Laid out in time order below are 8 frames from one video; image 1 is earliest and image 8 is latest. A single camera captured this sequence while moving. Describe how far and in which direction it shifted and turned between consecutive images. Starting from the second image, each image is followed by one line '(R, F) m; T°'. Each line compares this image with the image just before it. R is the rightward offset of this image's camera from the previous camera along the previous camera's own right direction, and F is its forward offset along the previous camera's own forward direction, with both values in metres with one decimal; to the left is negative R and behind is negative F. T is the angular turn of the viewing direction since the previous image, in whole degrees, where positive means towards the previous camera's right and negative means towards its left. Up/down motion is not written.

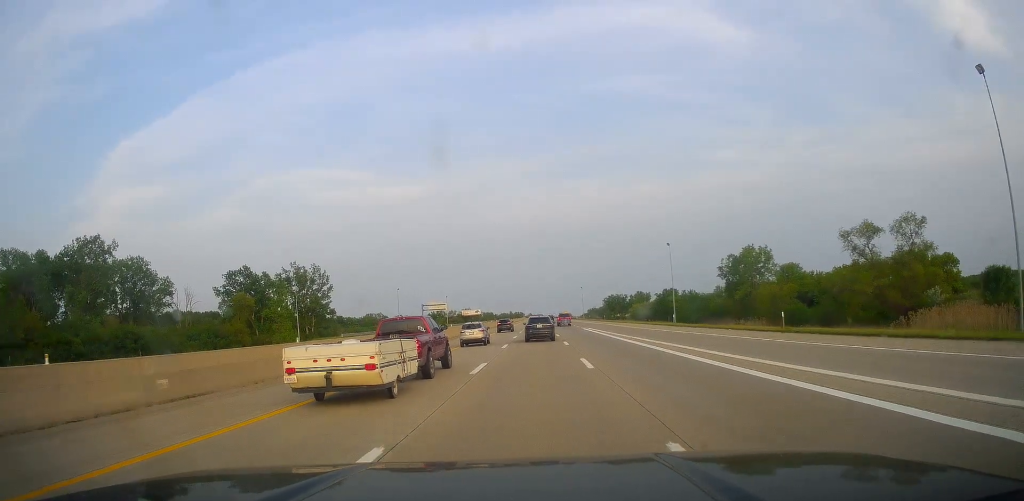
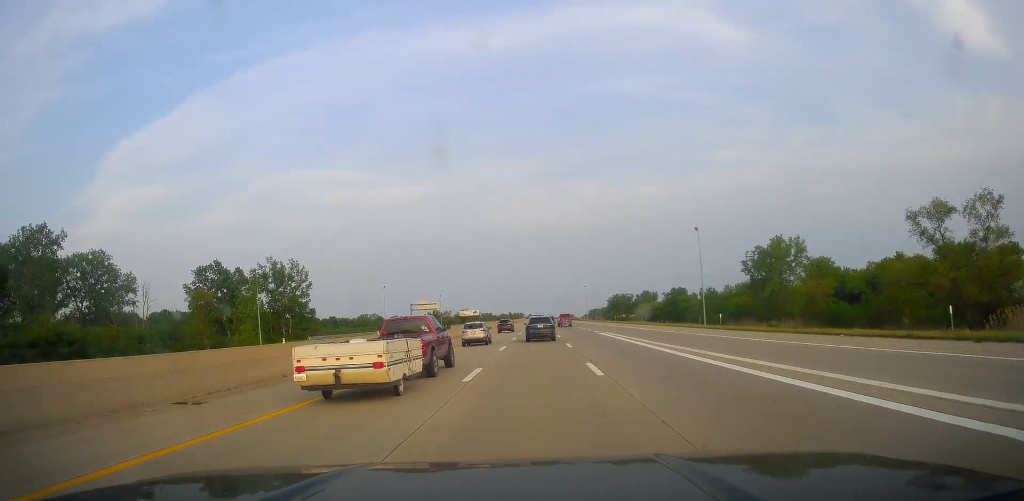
(+0.1, +17.4) m; 0°
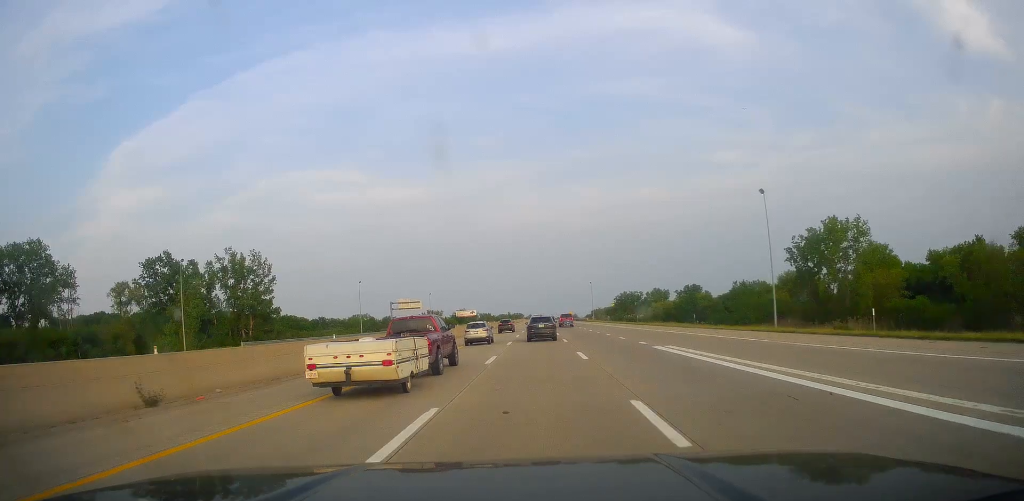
(+0.2, +24.4) m; 0°
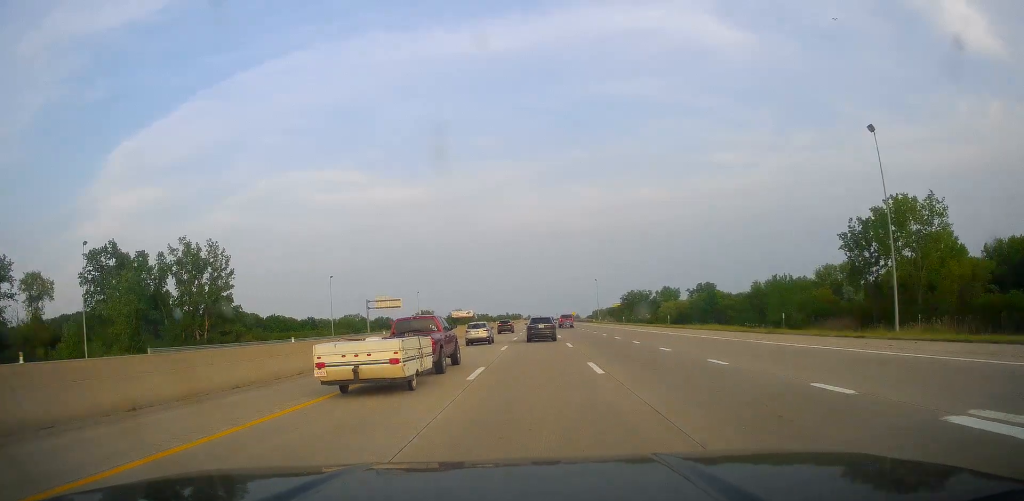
(-0.2, +21.0) m; 0°
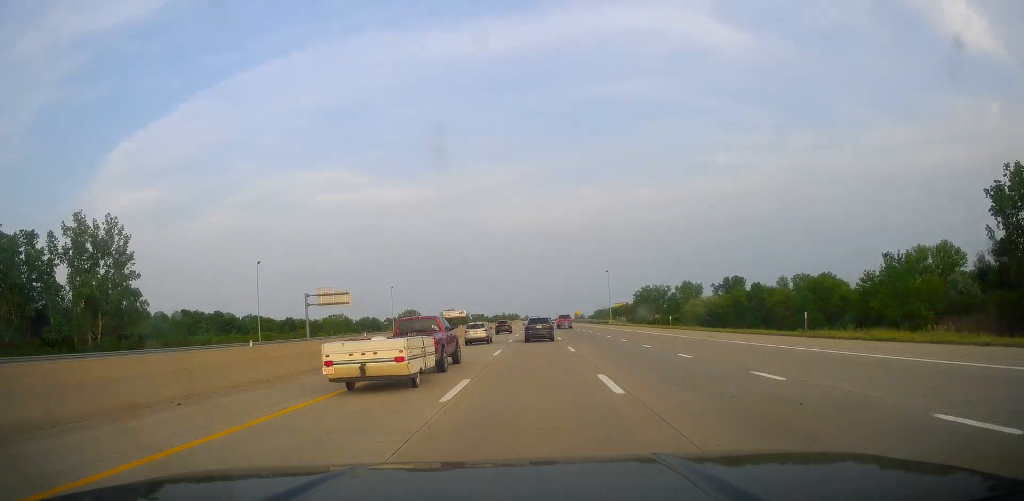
(-0.1, +34.9) m; 0°
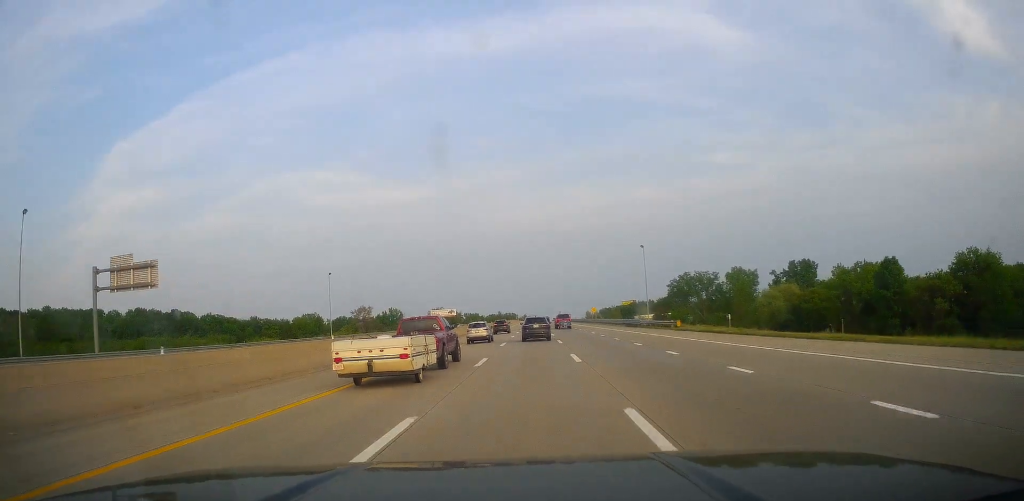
(+0.3, +52.0) m; 0°
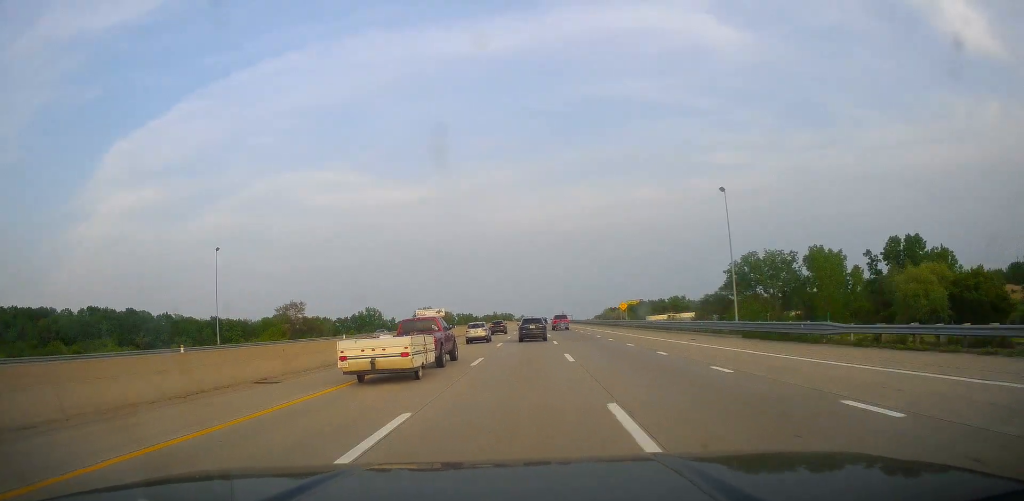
(-0.4, +45.1) m; 0°
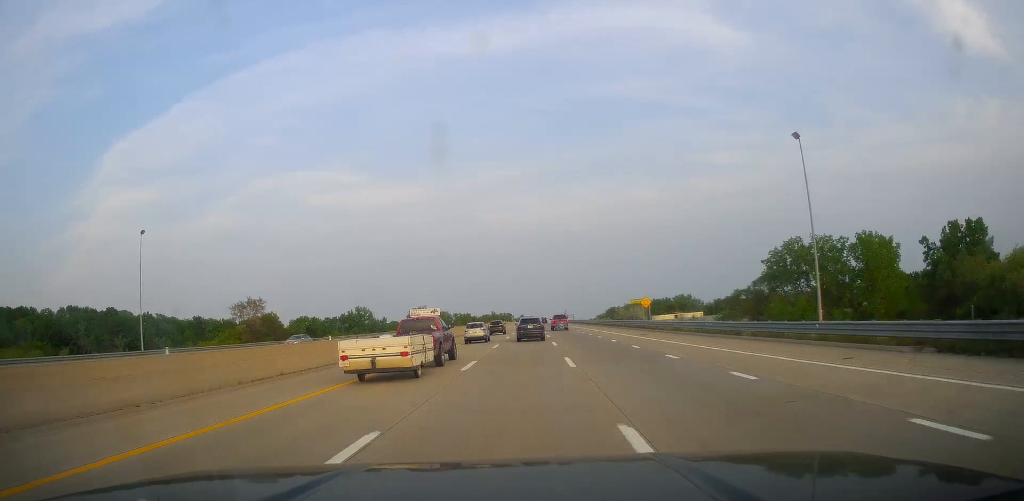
(-0.1, +17.4) m; 0°
